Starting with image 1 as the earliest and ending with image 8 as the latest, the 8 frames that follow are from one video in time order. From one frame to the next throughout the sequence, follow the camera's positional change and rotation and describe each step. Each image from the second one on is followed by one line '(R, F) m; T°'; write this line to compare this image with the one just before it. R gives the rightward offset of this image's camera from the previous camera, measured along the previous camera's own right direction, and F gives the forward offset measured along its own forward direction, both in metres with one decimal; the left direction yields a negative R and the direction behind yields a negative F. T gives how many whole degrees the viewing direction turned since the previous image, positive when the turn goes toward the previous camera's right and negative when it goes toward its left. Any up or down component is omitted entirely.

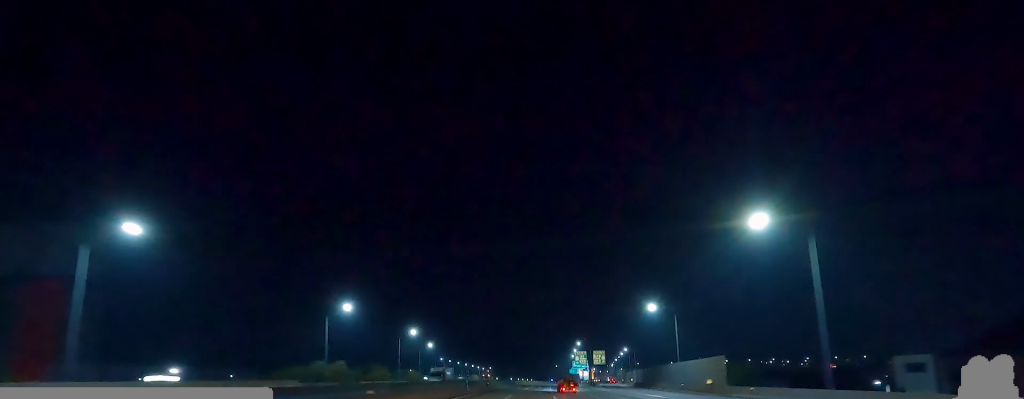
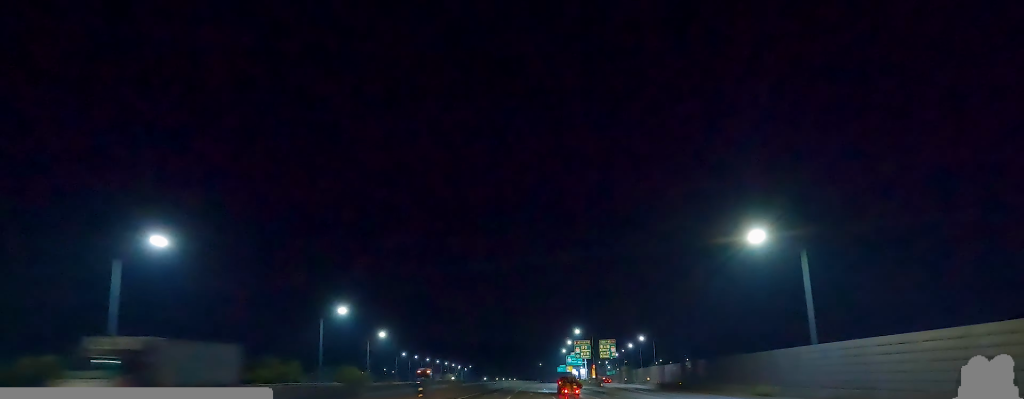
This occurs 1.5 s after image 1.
(+1.2, +40.8) m; +4°
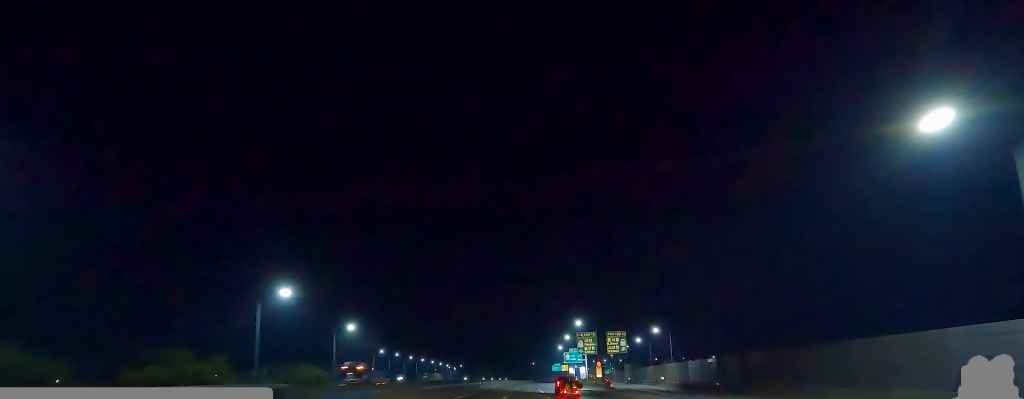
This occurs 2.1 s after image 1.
(+0.9, +18.6) m; 0°
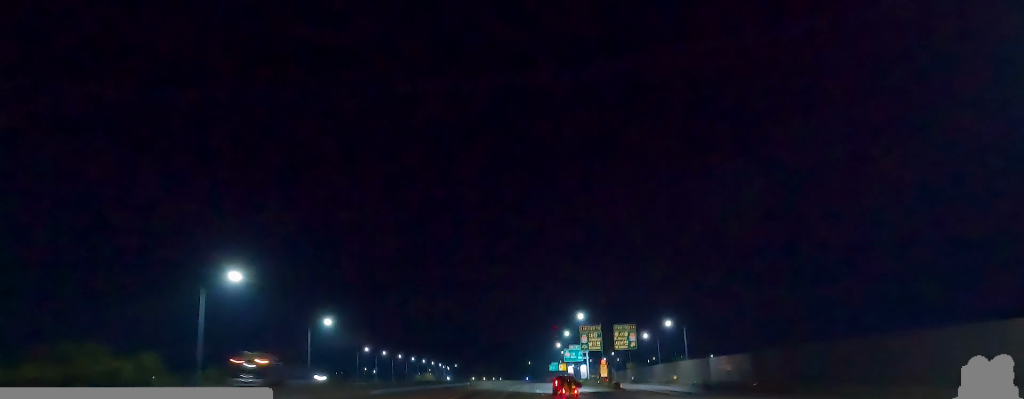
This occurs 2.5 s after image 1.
(-0.2, +11.1) m; -1°
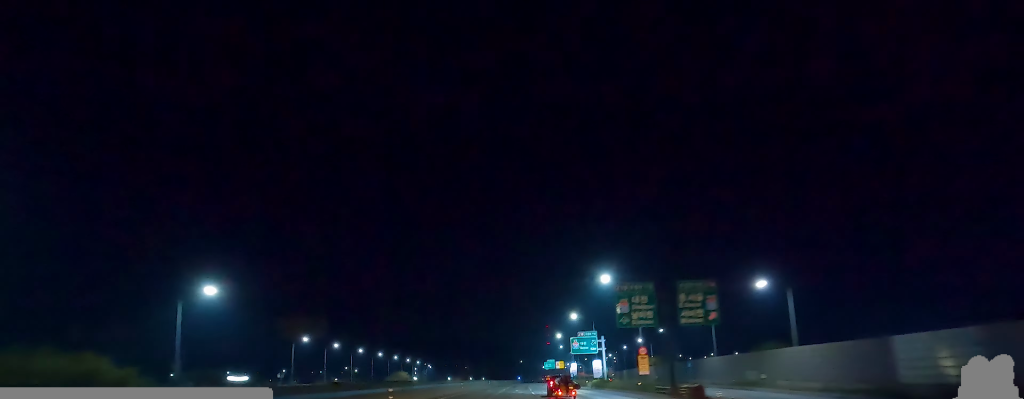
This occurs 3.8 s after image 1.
(-1.4, +36.0) m; 0°
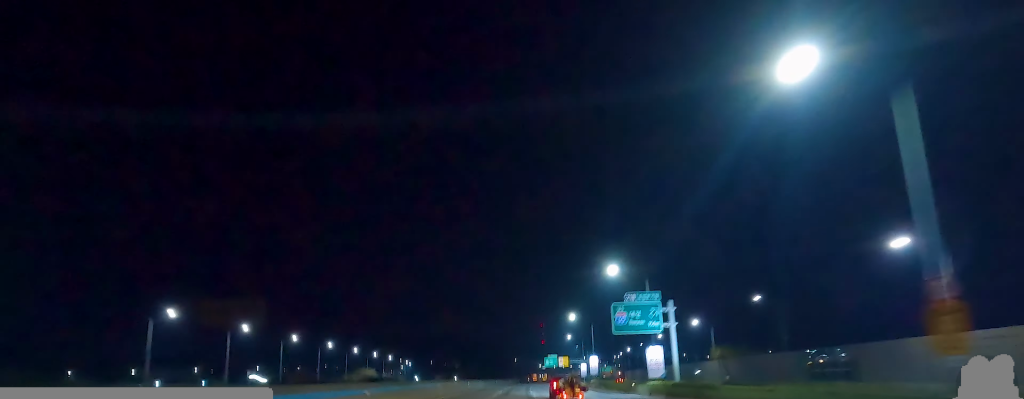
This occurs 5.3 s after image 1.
(+1.7, +41.5) m; +1°
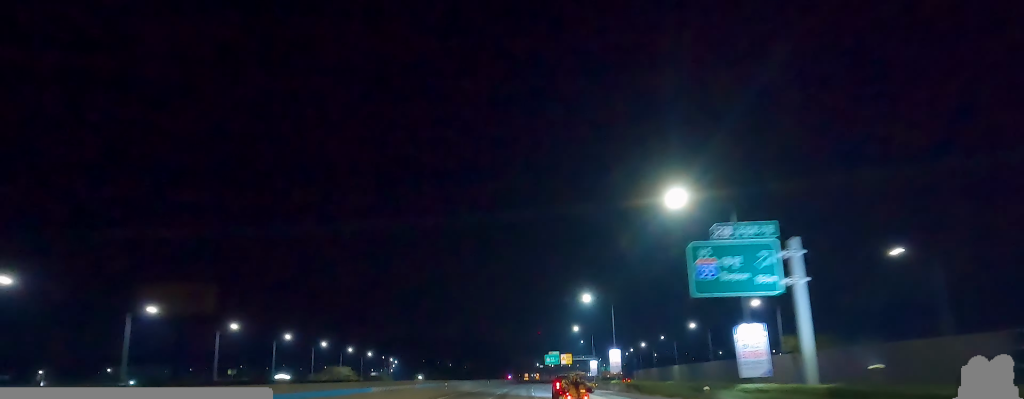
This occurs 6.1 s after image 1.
(-1.2, +22.3) m; 0°
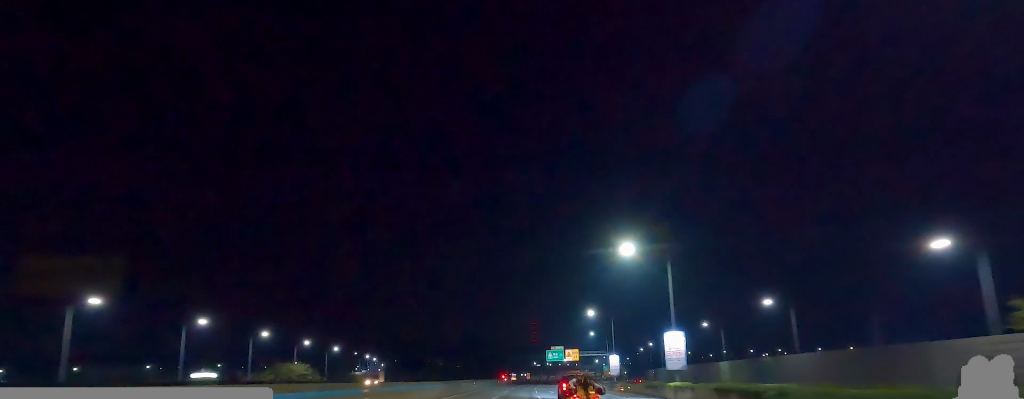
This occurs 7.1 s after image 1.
(+1.1, +27.7) m; 0°
